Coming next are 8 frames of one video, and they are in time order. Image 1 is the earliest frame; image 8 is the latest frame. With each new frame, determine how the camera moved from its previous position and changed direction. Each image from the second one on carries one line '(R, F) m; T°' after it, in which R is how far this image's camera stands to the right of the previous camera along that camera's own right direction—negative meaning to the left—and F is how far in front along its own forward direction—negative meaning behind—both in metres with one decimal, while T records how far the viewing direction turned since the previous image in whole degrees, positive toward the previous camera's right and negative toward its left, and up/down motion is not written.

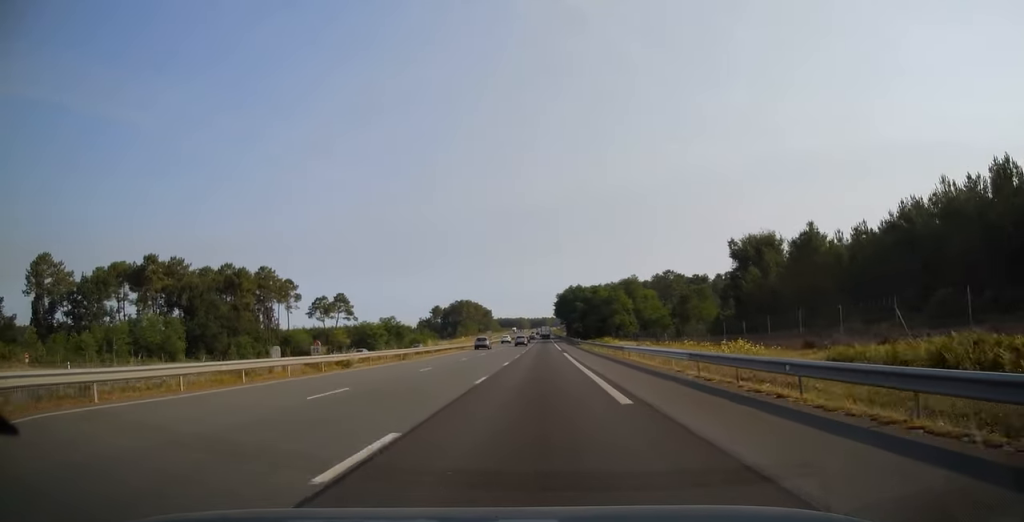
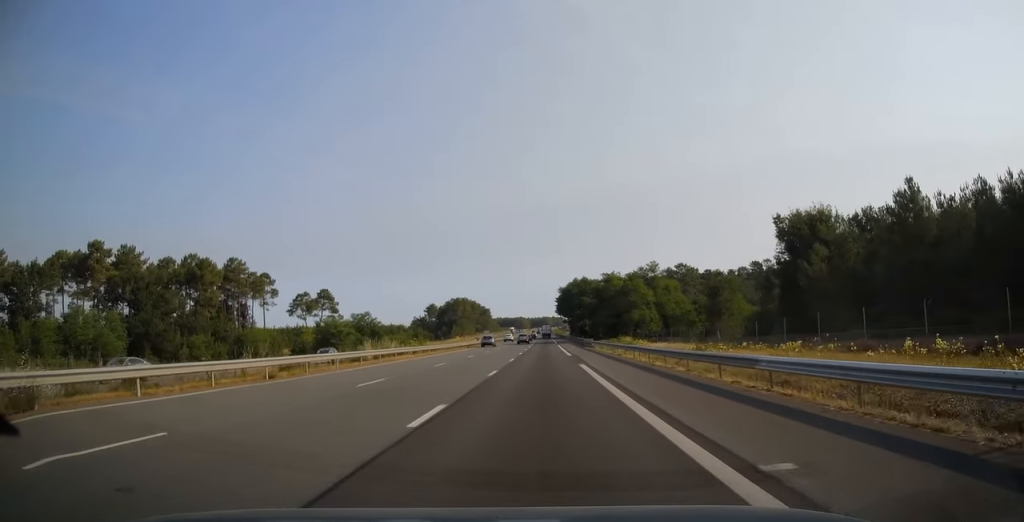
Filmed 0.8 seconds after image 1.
(0.0, +22.2) m; 0°
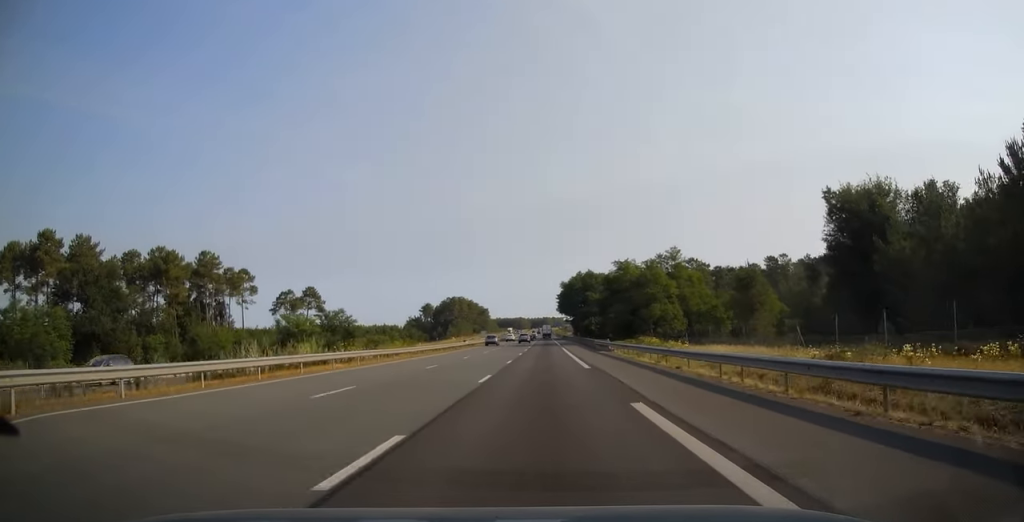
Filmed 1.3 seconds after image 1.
(0.0, +16.7) m; 0°
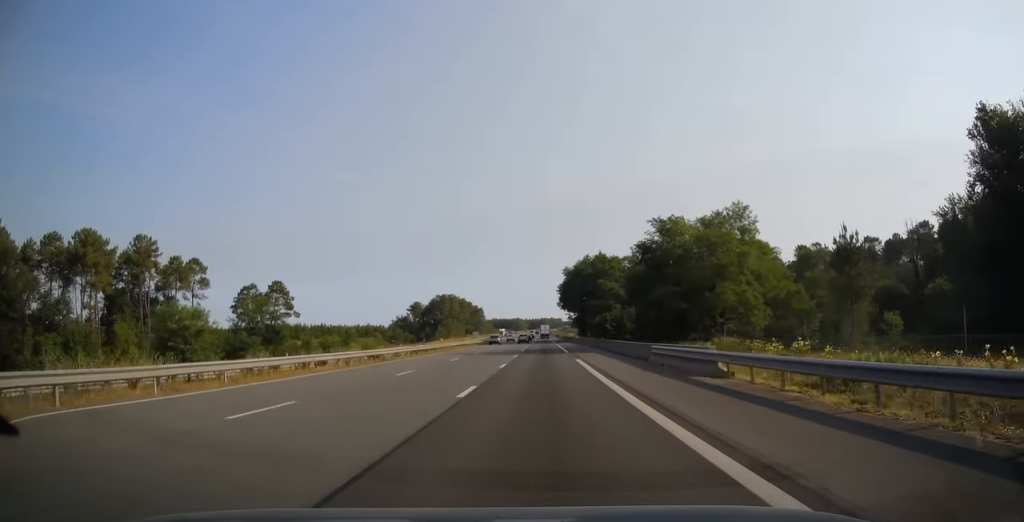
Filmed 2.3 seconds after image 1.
(0.0, +30.6) m; 0°
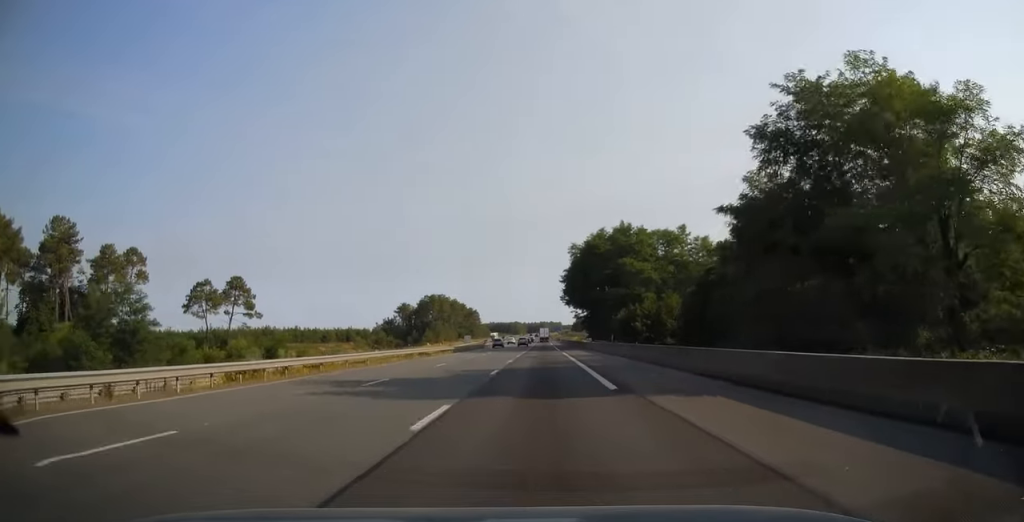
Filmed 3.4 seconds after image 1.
(0.0, +30.6) m; 0°
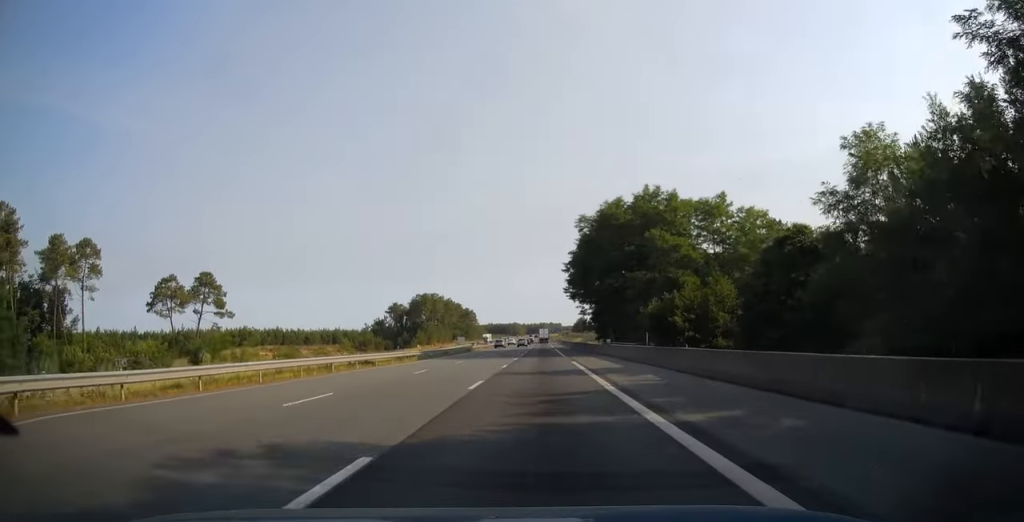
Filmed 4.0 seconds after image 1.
(0.0, +18.7) m; 0°
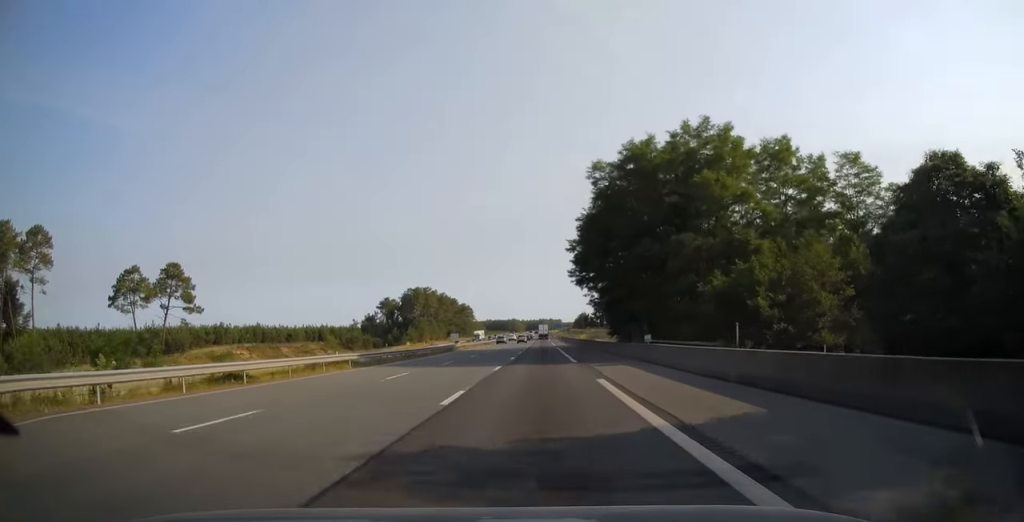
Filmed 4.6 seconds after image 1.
(0.0, +17.2) m; 0°
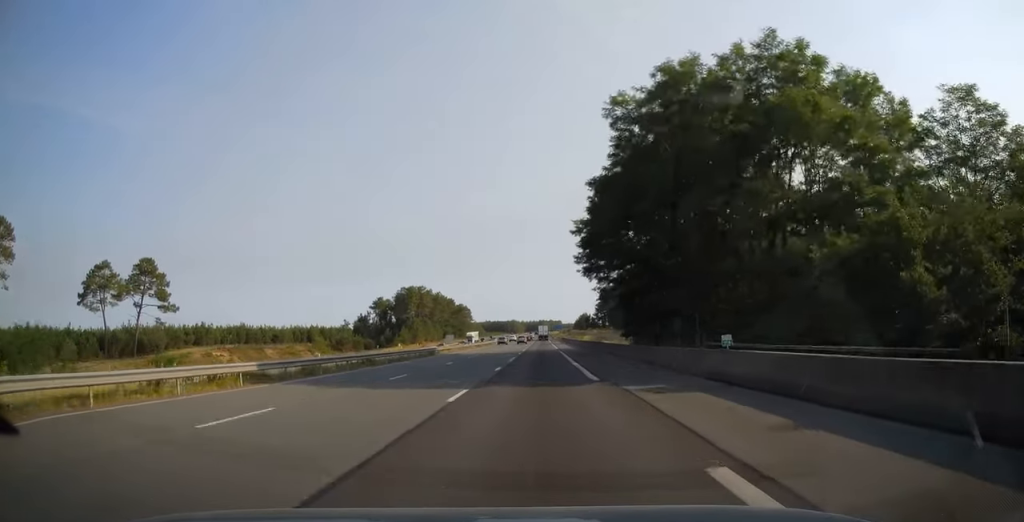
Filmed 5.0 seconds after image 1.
(0.0, +12.3) m; 0°
